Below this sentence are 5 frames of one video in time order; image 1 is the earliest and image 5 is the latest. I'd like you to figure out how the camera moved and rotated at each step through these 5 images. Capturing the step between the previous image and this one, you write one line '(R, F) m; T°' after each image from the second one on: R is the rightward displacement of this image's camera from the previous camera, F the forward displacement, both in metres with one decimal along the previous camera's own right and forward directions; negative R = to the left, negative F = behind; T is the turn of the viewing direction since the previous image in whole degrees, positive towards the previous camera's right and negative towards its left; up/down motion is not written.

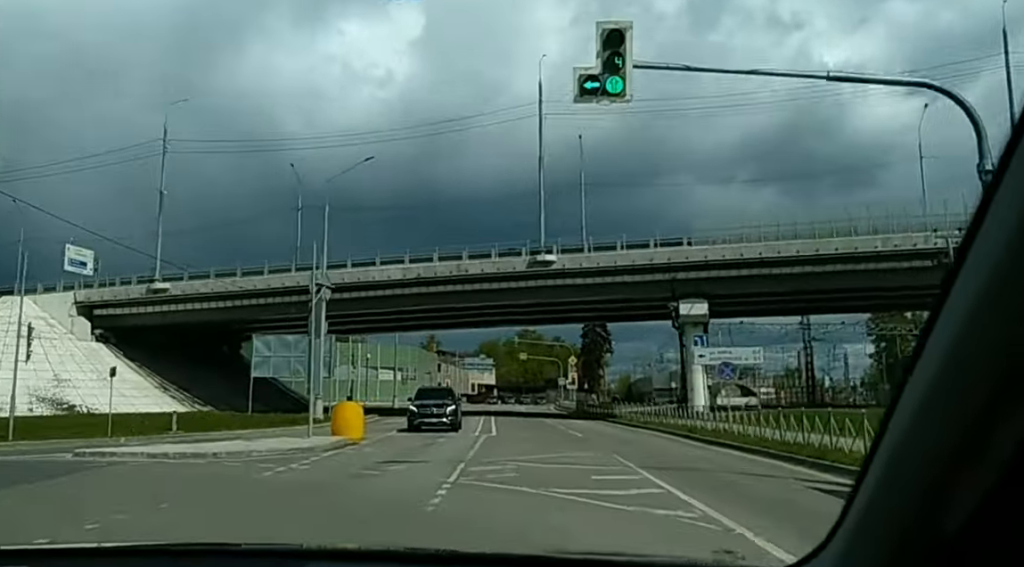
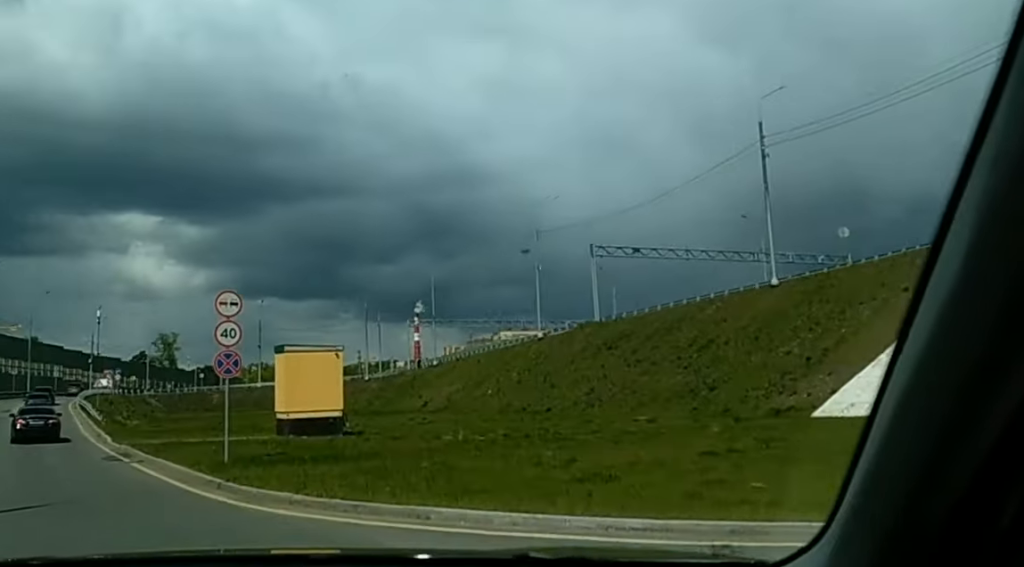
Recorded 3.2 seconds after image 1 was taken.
(-9.5, +21.9) m; -54°
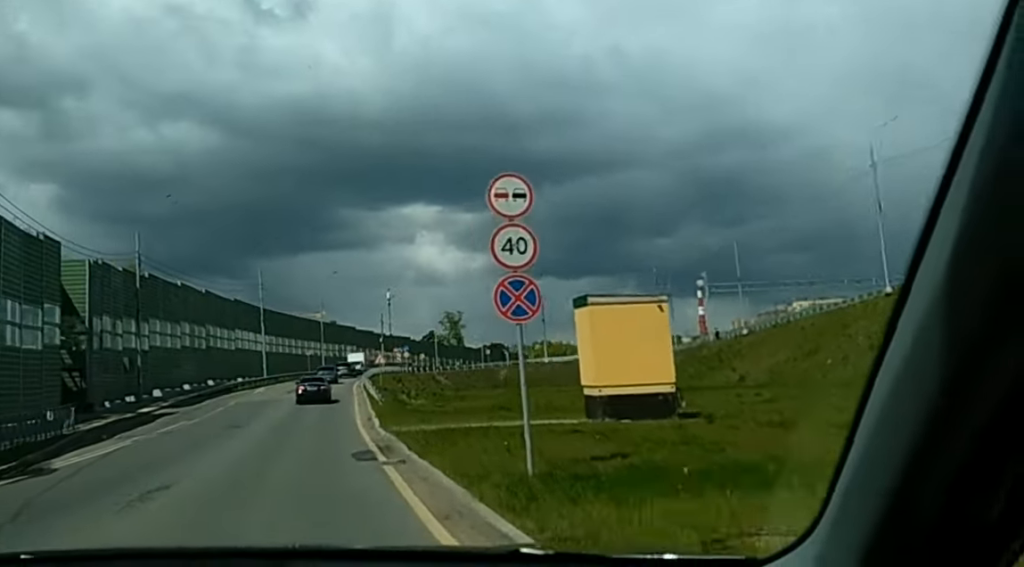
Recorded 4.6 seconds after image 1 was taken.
(-2.0, +10.8) m; -16°
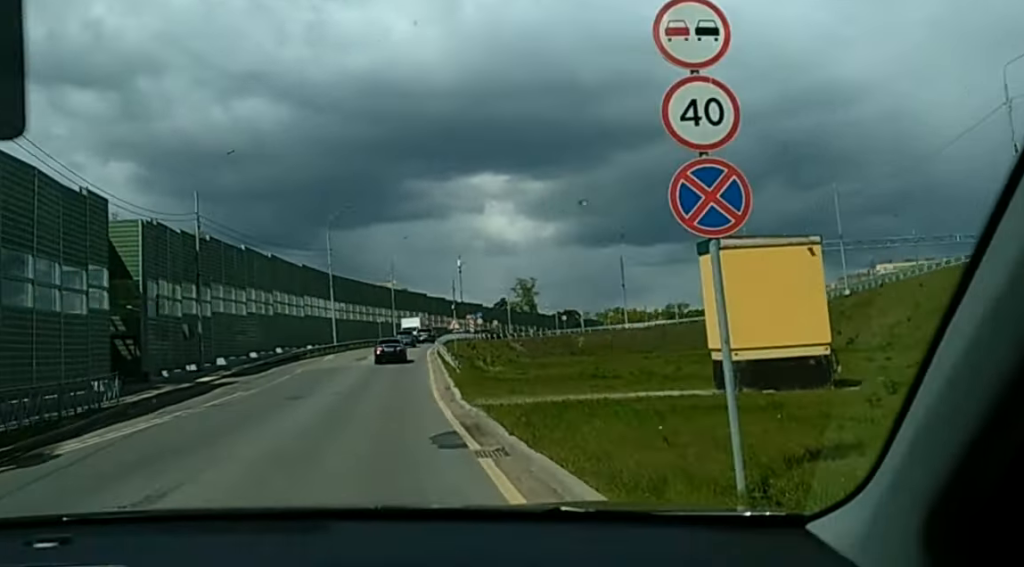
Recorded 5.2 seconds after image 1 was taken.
(-0.1, +4.9) m; -4°
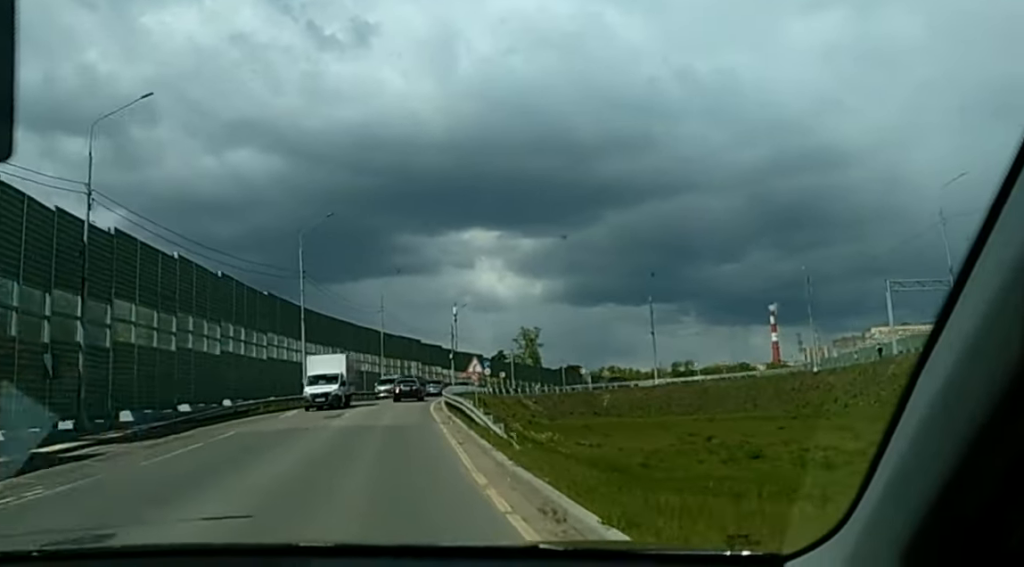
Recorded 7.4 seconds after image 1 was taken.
(-1.3, +19.6) m; -6°
